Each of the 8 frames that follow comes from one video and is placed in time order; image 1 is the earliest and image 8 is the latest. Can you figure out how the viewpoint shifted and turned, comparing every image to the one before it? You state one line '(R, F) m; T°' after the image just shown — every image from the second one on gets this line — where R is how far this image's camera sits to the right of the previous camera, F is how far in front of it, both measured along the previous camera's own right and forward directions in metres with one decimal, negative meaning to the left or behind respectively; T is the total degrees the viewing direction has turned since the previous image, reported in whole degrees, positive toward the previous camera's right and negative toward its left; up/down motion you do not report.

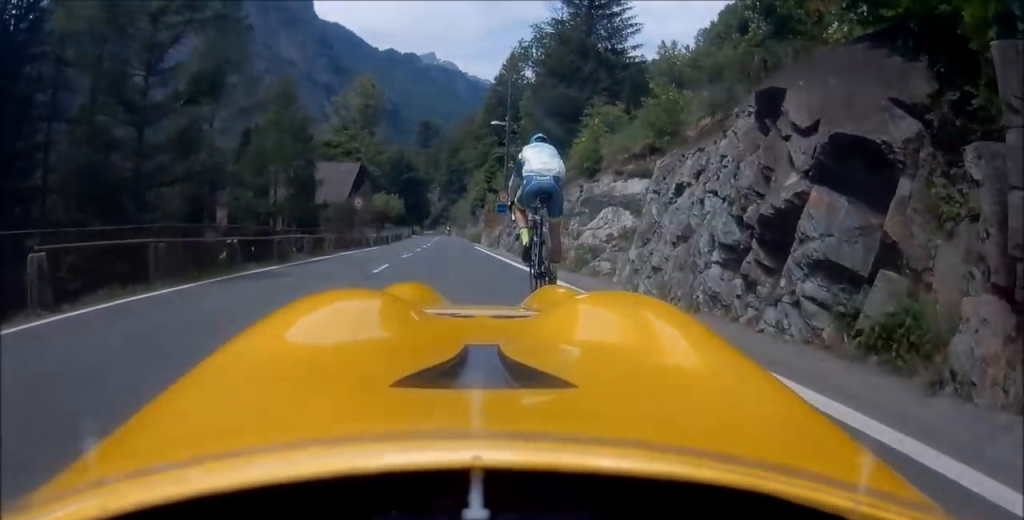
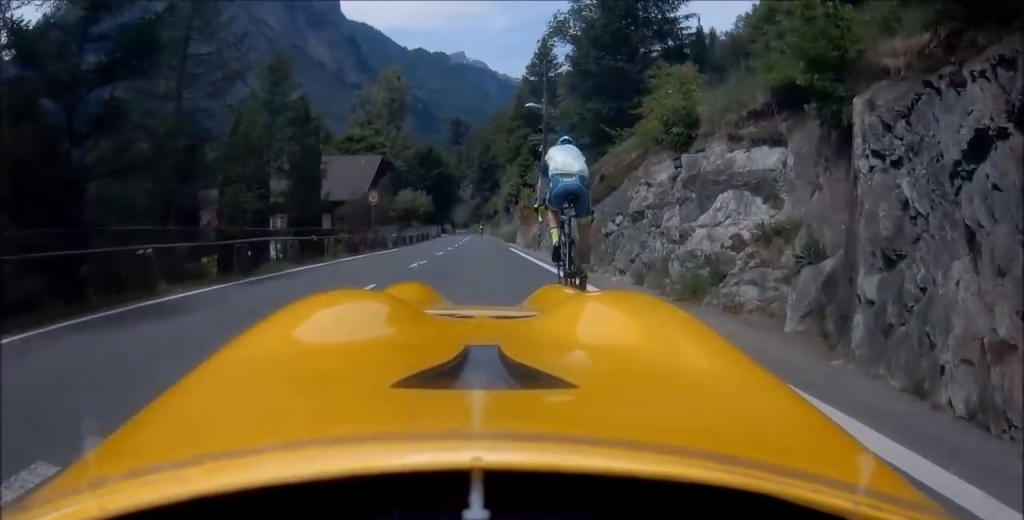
(0.0, +4.9) m; -2°
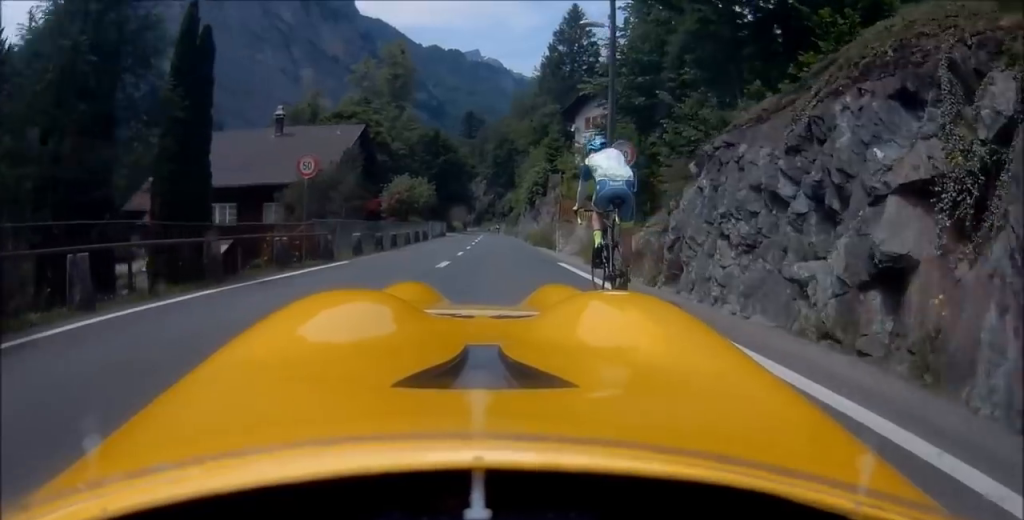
(-0.5, +13.7) m; -2°
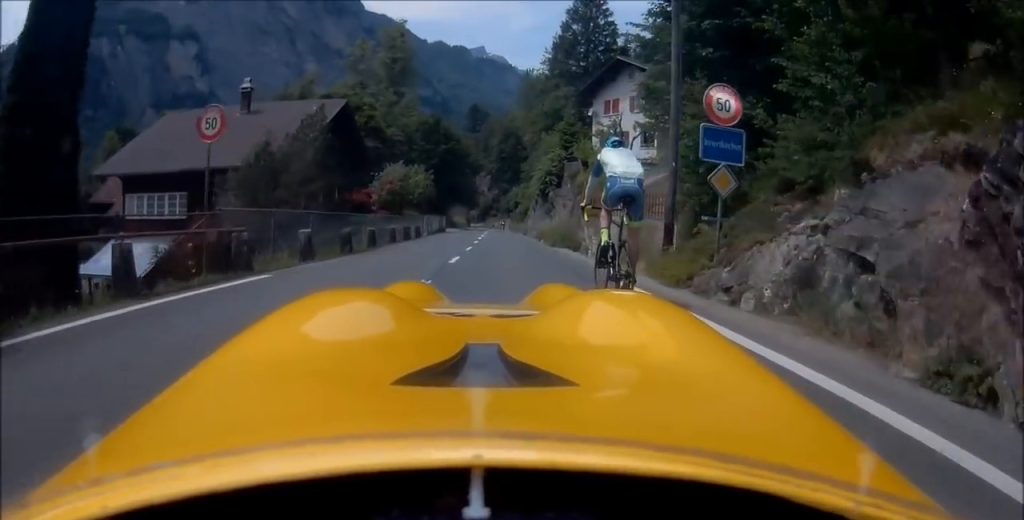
(0.0, +6.5) m; 0°
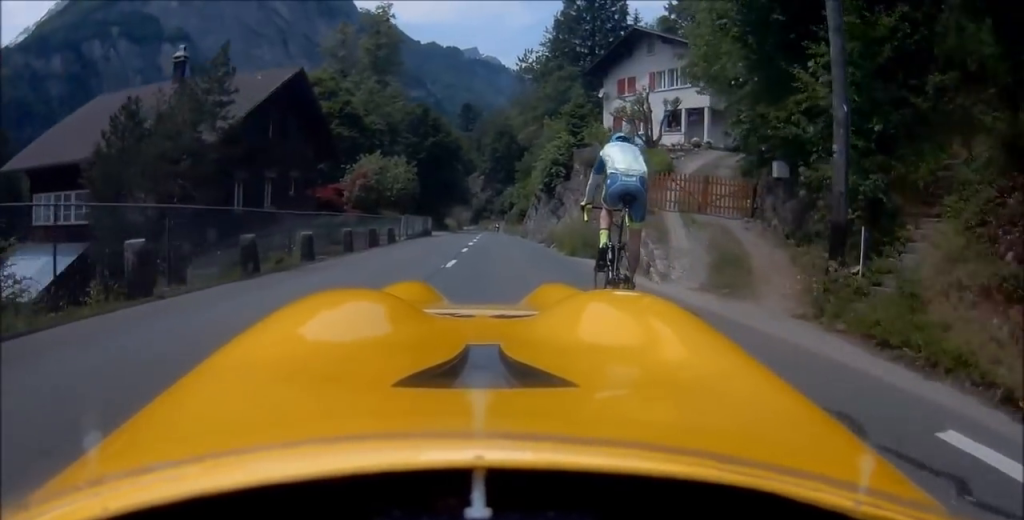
(0.0, +7.1) m; 0°
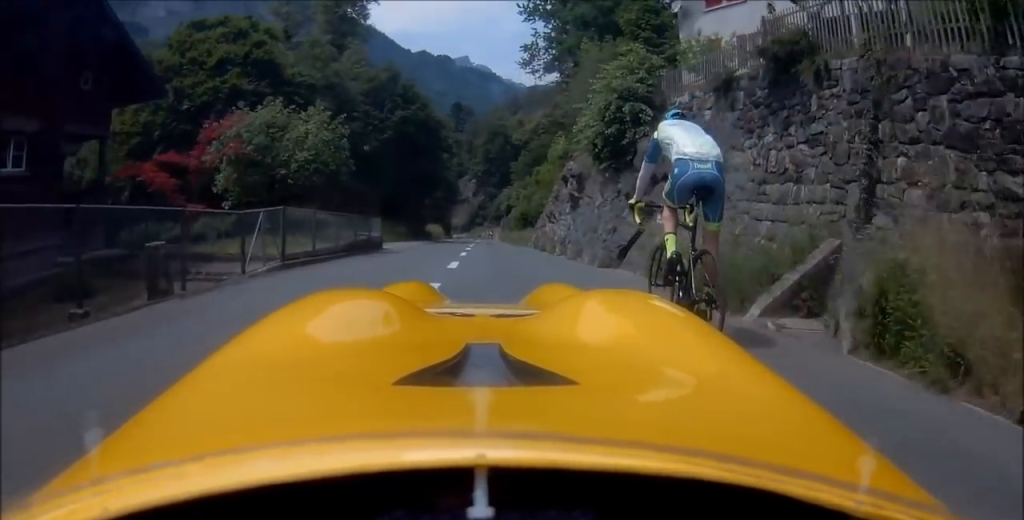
(0.0, +18.2) m; +1°
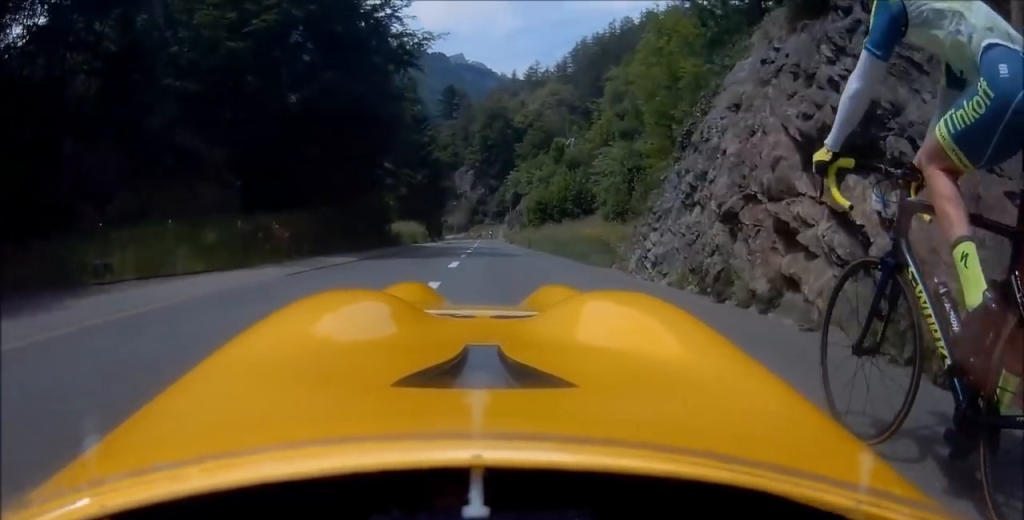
(+0.6, +24.3) m; +1°
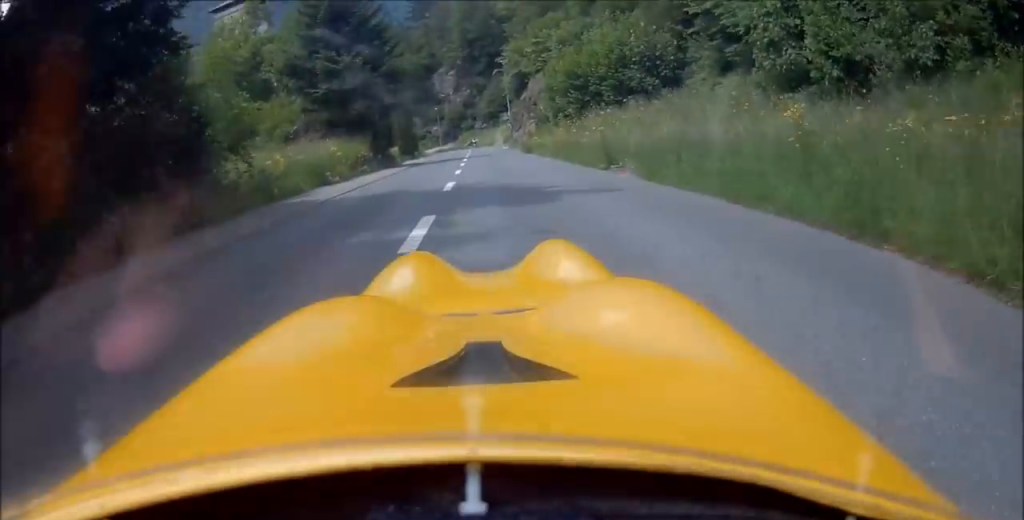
(-0.7, +26.1) m; -2°
